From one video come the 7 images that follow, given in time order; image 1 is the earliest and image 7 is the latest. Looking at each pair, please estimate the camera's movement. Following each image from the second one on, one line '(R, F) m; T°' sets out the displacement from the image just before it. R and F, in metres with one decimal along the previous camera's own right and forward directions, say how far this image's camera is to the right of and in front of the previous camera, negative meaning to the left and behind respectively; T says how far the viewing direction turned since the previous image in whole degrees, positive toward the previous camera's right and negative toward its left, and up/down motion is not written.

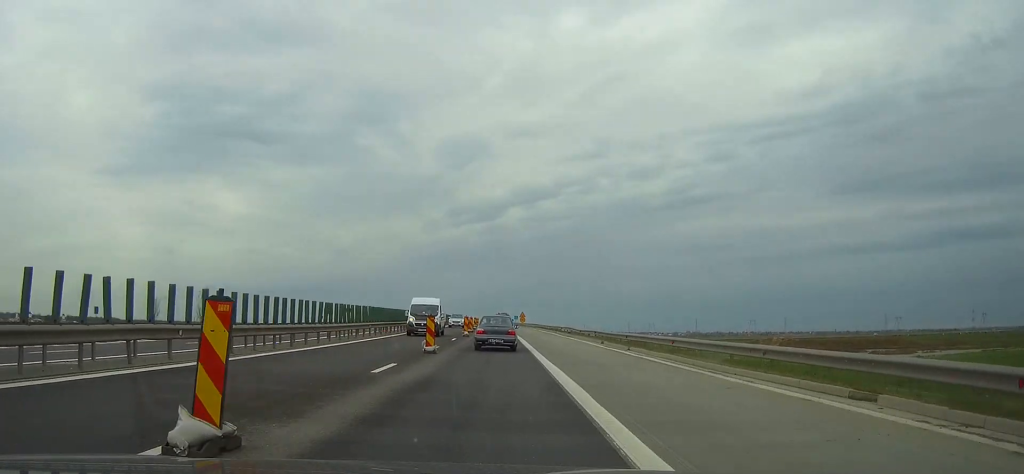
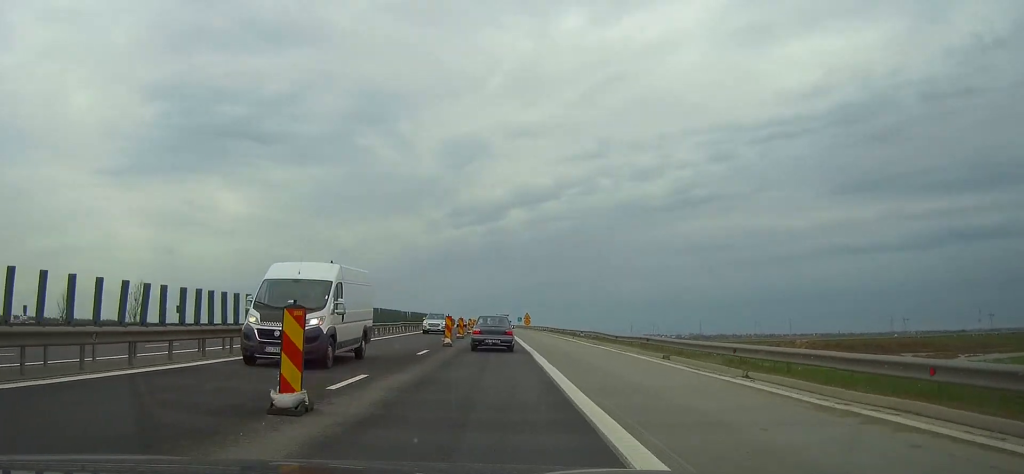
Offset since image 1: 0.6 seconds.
(0.0, +15.8) m; 0°
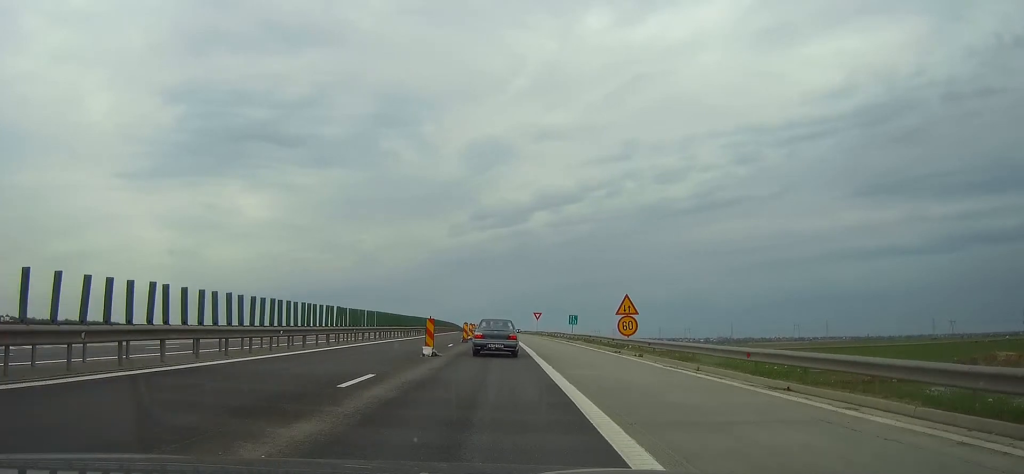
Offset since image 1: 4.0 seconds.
(-1.3, +84.8) m; -2°
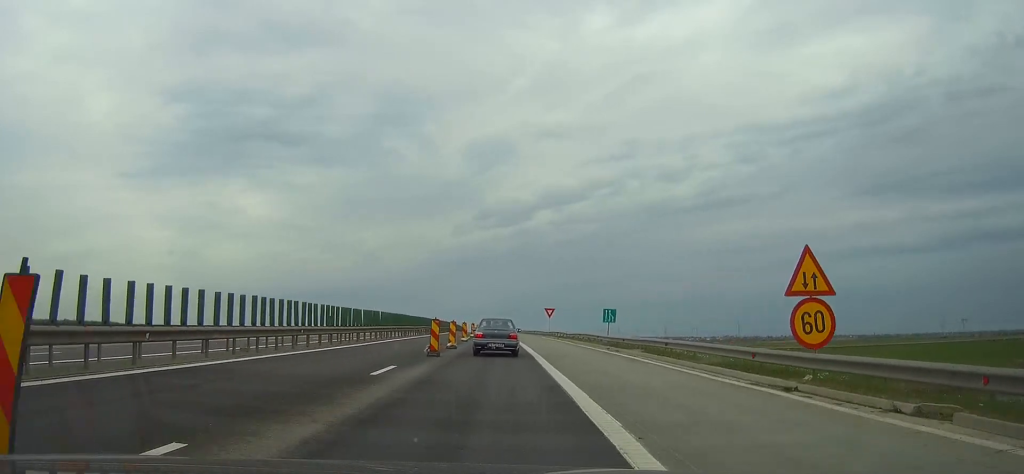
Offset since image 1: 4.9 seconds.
(0.0, +21.5) m; 0°
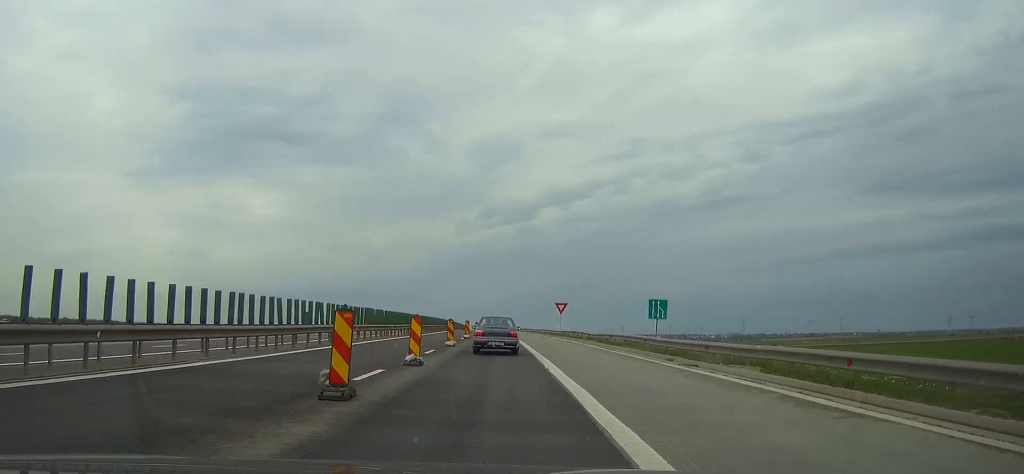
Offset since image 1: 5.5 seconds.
(-0.1, +14.1) m; 0°
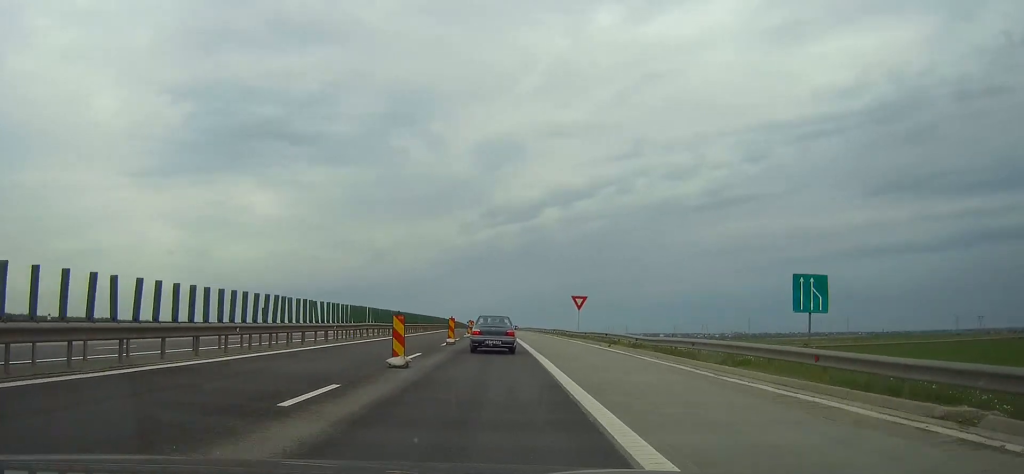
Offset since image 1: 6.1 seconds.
(0.0, +16.6) m; 0°
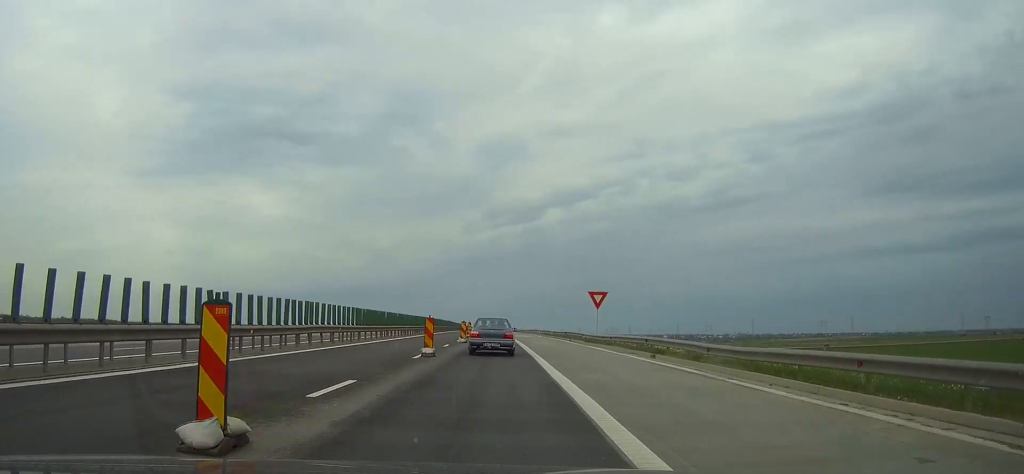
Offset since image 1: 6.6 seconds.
(0.0, +10.8) m; 0°
